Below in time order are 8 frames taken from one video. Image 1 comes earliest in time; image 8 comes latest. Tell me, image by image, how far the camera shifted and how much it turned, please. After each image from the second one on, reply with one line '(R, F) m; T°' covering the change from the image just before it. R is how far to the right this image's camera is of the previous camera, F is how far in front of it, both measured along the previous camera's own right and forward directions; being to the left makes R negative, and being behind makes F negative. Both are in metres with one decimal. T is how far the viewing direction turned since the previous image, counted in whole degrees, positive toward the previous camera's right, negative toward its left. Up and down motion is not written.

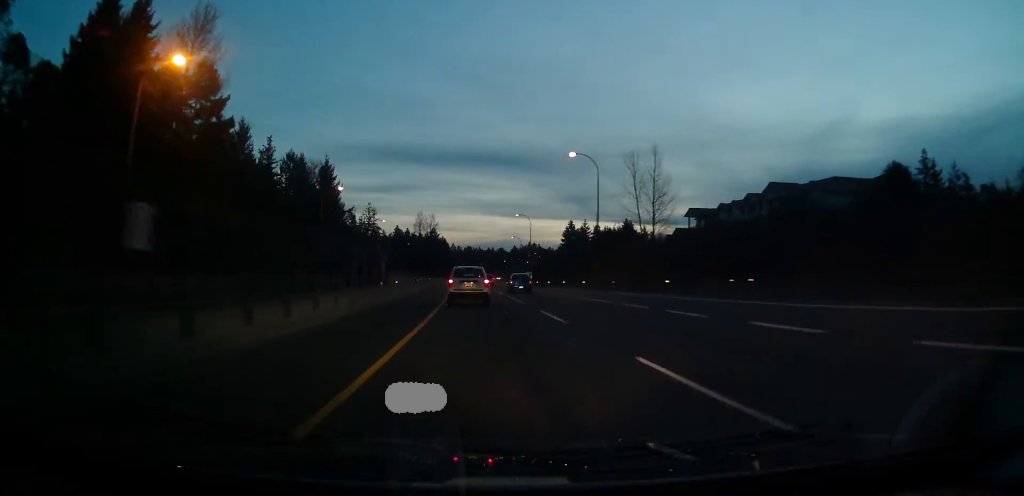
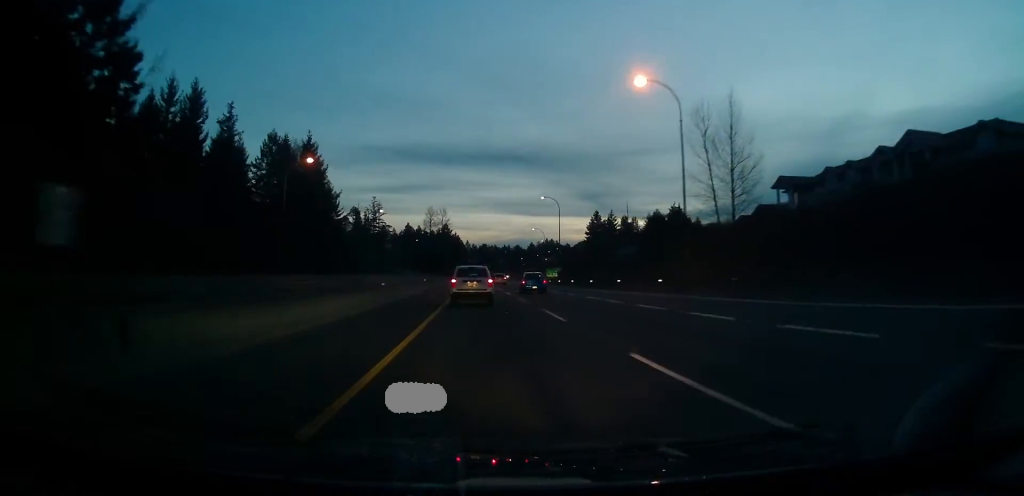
(-0.4, +24.0) m; -2°
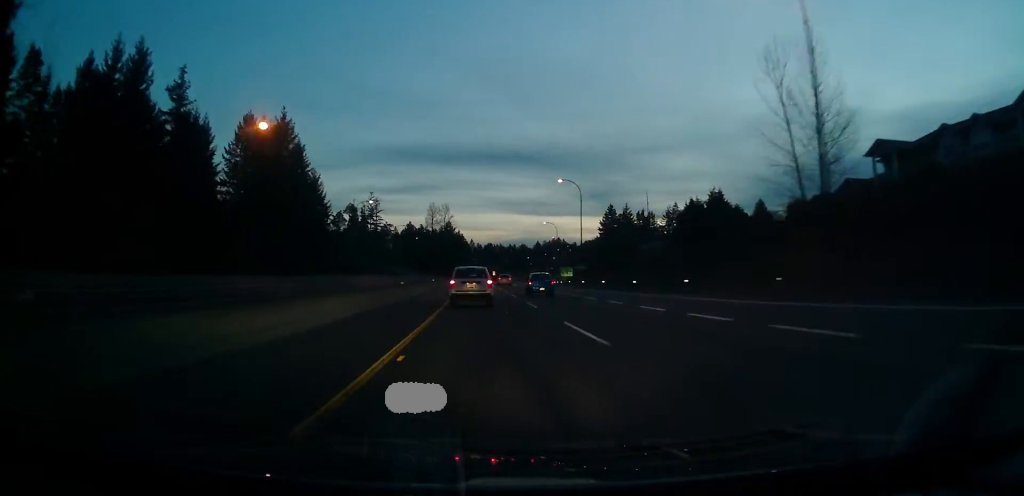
(-0.2, +17.5) m; -1°
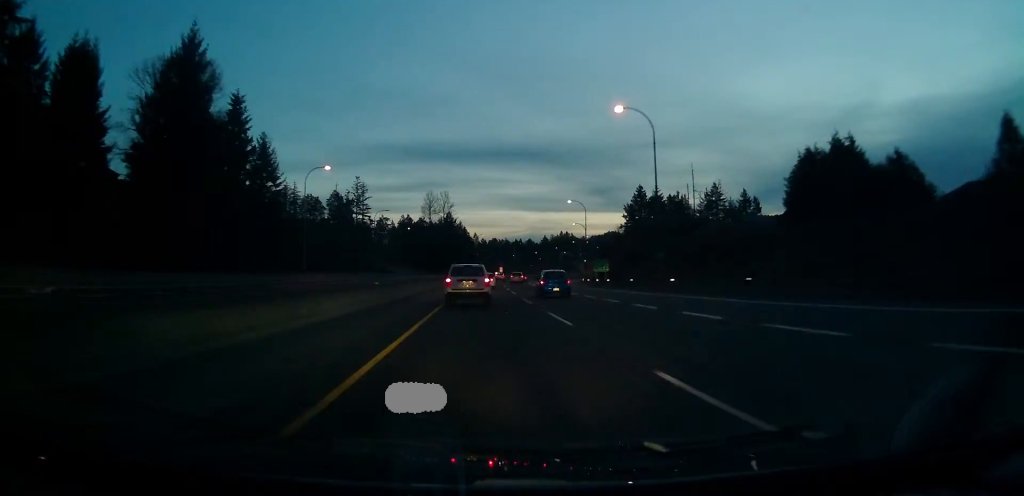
(-0.9, +34.4) m; -1°
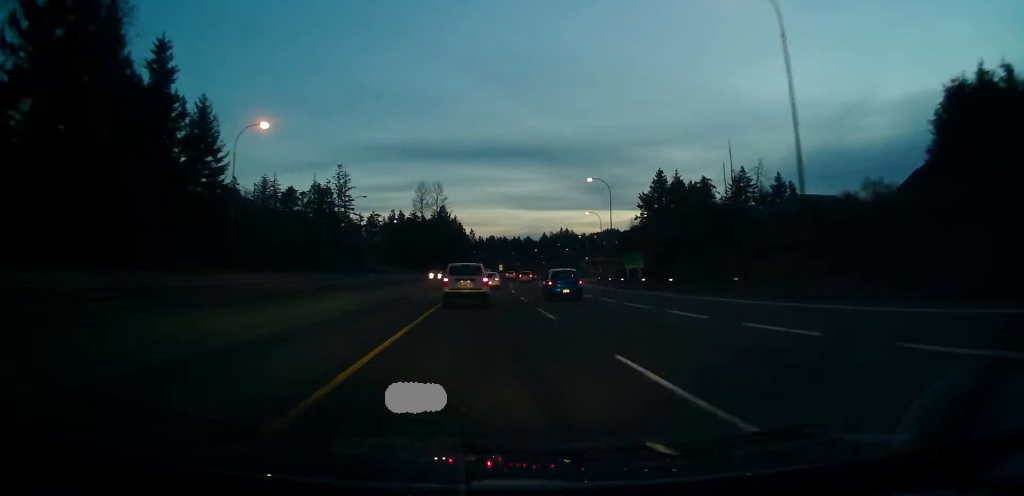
(+0.1, +23.2) m; 0°
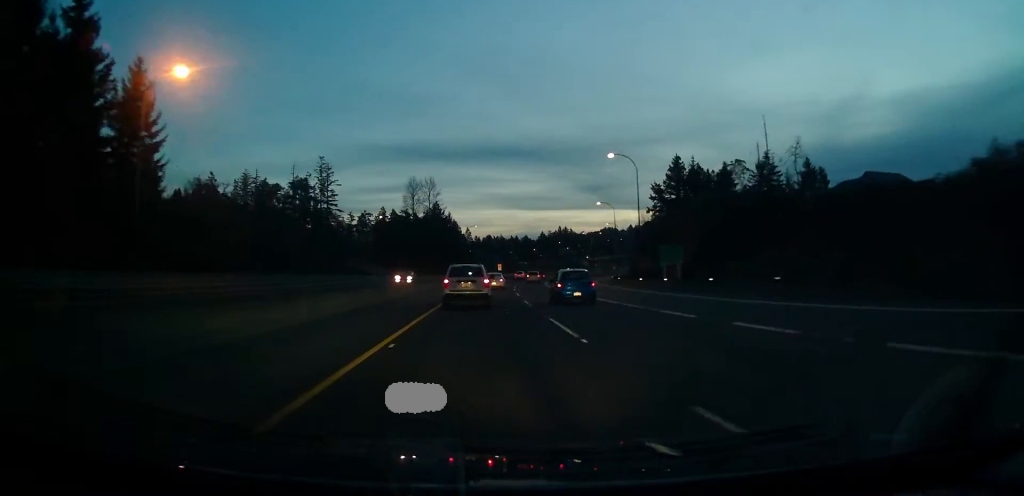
(+0.2, +16.9) m; 0°
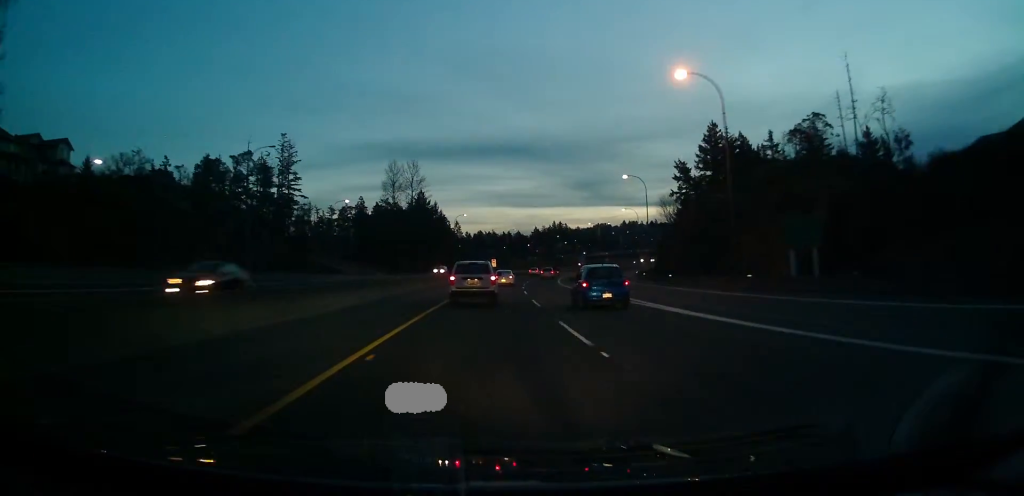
(-0.4, +27.7) m; 0°
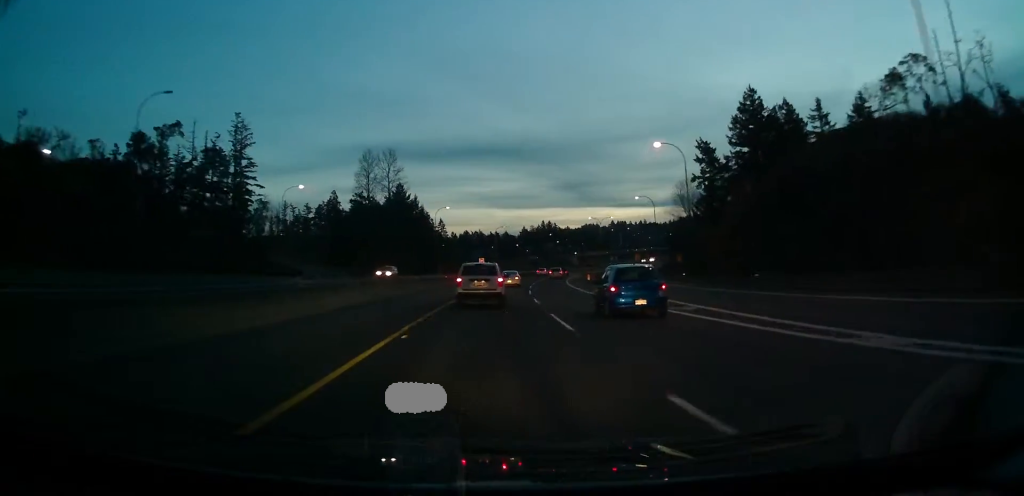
(+0.4, +22.3) m; +2°
